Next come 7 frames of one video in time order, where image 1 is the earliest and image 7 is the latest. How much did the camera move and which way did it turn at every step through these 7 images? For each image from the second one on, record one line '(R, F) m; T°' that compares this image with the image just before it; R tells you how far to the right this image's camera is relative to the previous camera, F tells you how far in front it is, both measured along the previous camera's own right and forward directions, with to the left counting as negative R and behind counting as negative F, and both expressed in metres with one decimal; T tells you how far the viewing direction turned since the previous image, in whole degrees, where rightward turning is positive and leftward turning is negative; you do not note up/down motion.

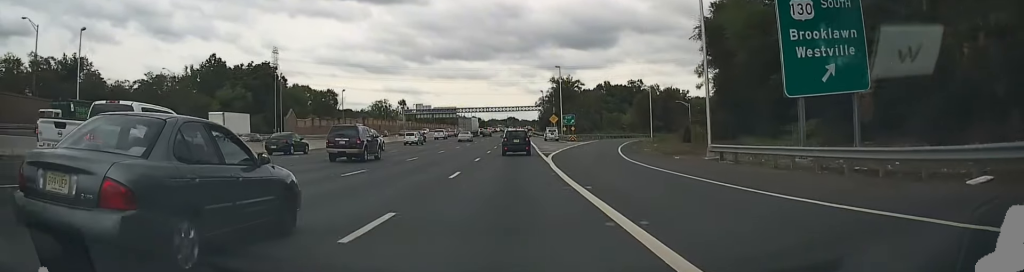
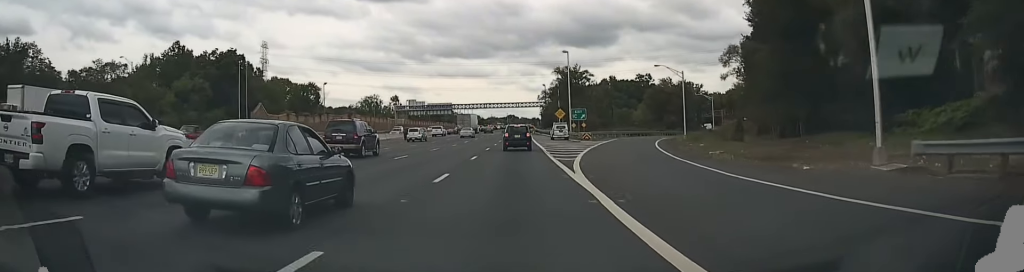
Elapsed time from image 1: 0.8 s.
(+0.1, +14.9) m; 0°
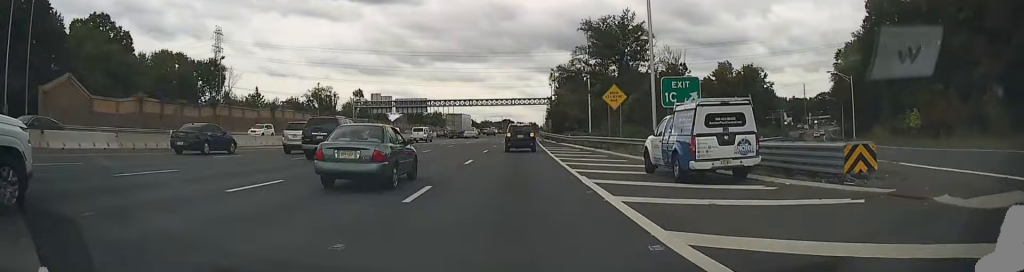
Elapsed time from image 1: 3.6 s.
(+0.2, +52.4) m; +1°
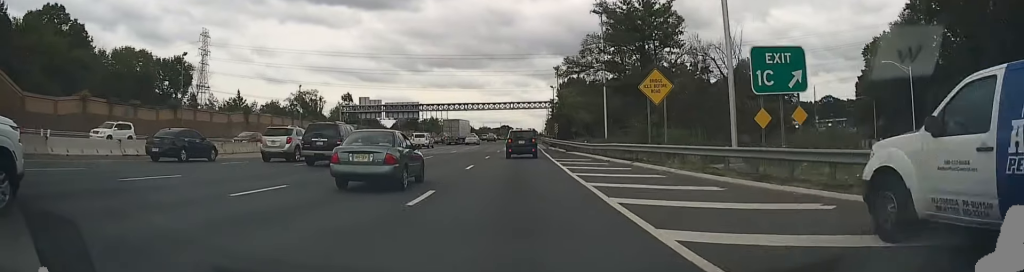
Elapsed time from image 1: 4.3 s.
(-0.1, +12.5) m; 0°
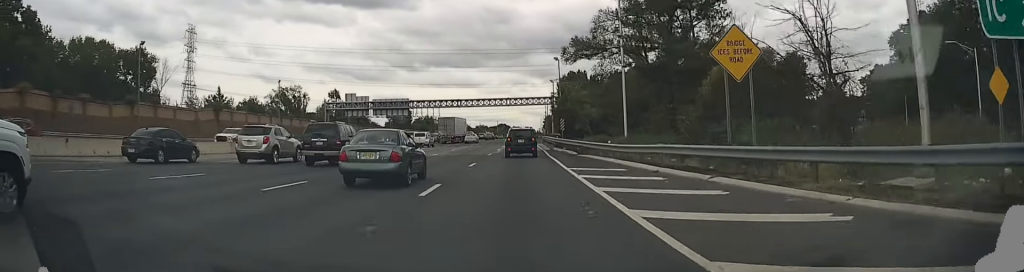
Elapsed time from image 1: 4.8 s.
(0.0, +10.7) m; 0°
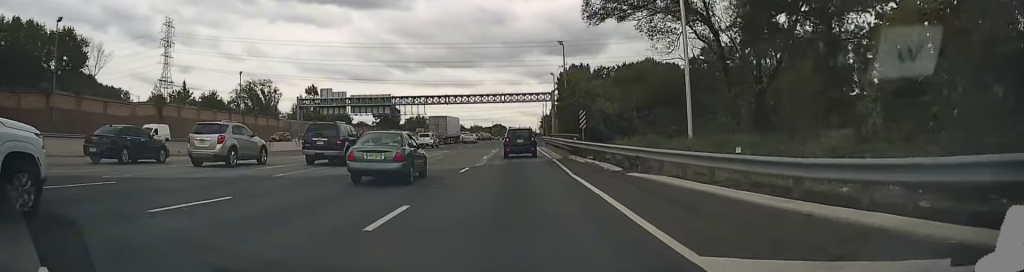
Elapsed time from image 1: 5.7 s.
(+0.1, +17.5) m; +1°
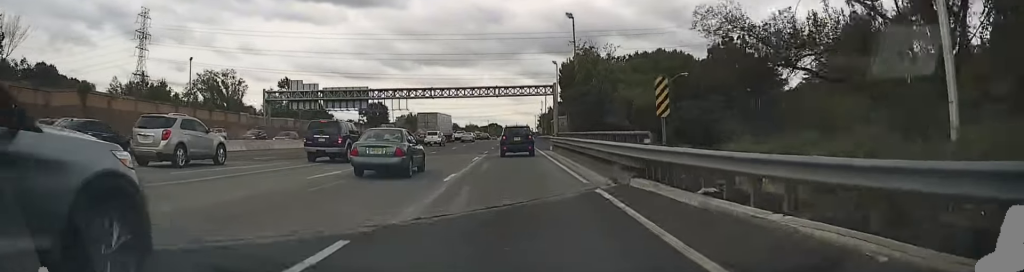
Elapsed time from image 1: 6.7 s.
(+0.2, +17.3) m; 0°
